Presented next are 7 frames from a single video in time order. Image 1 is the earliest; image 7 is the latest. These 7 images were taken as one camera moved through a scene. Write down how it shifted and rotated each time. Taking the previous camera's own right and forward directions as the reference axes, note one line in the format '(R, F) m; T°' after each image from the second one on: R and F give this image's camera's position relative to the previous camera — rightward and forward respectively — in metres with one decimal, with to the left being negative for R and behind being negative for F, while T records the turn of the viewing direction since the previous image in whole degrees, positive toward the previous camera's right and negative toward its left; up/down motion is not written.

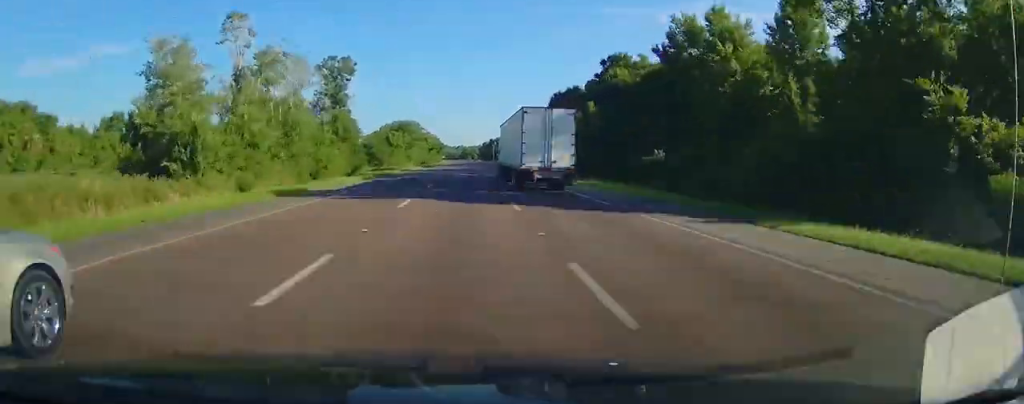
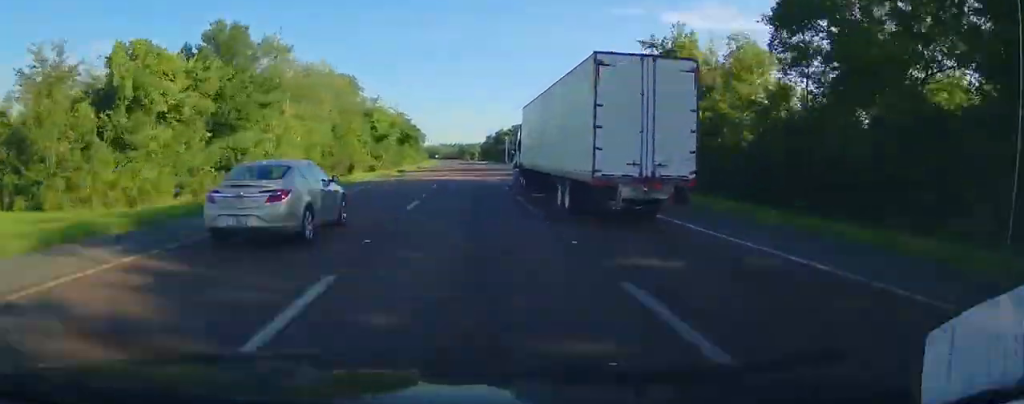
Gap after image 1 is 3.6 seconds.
(-0.2, +147.6) m; -1°
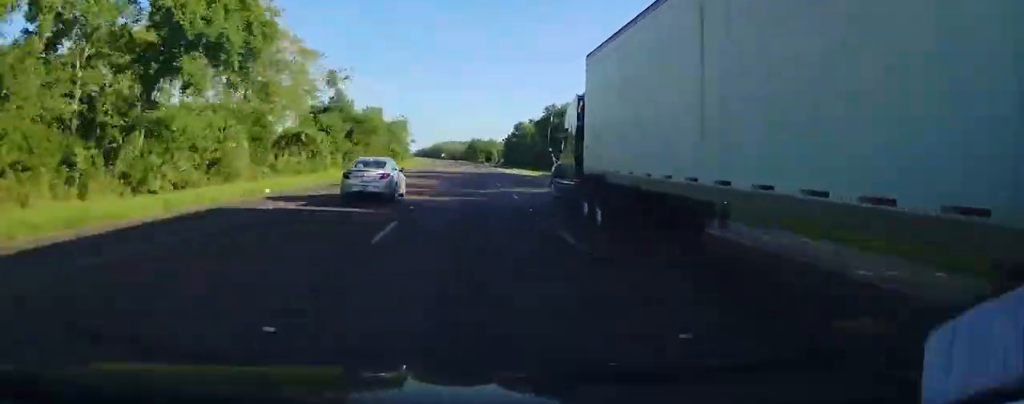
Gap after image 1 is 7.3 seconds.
(-0.9, +192.3) m; -2°
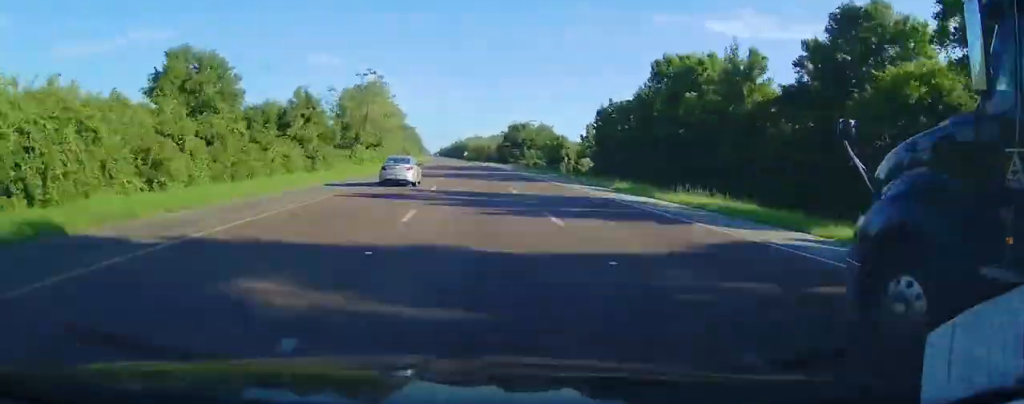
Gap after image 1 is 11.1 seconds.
(-6.0, +139.2) m; -3°
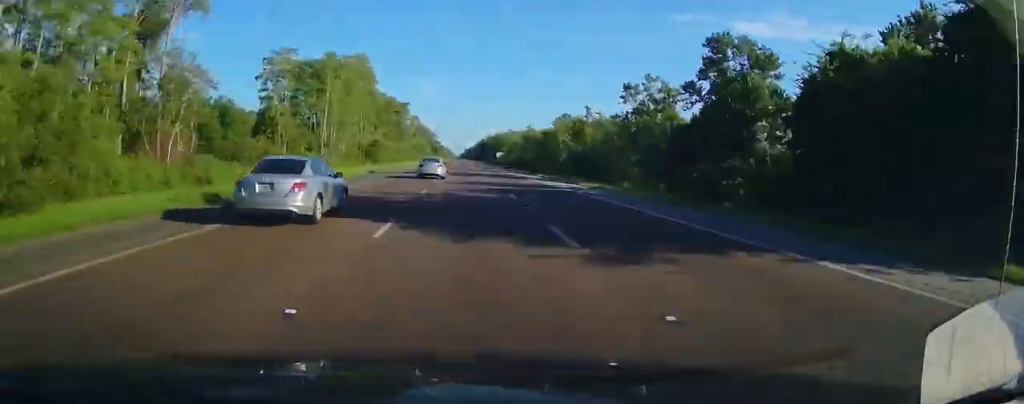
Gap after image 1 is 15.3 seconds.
(-3.1, +144.5) m; -1°
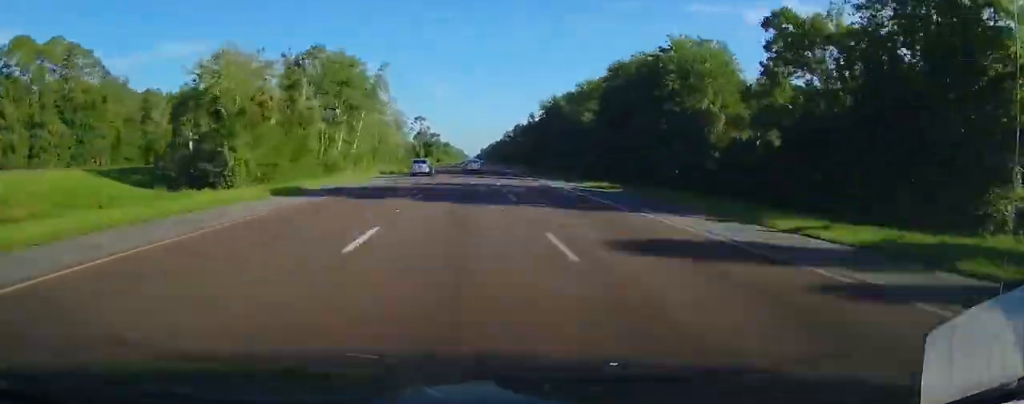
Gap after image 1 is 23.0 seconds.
(-1.4, +244.0) m; 0°
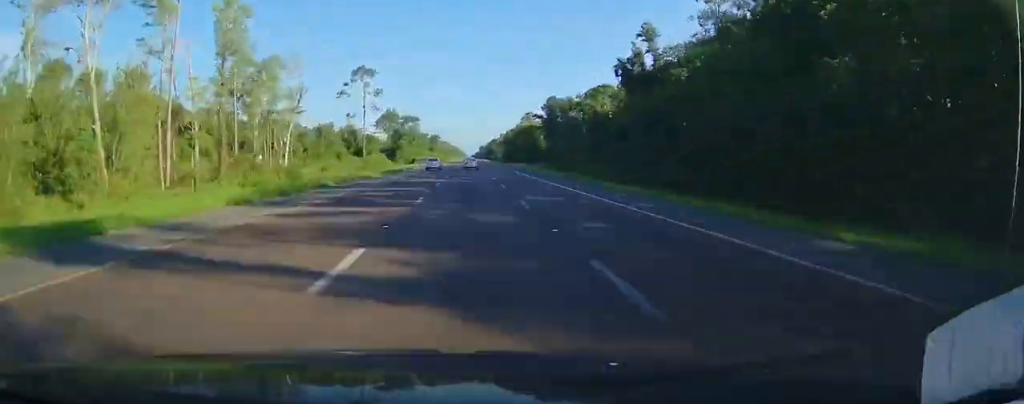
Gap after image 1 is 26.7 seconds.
(+0.5, +131.2) m; 0°
